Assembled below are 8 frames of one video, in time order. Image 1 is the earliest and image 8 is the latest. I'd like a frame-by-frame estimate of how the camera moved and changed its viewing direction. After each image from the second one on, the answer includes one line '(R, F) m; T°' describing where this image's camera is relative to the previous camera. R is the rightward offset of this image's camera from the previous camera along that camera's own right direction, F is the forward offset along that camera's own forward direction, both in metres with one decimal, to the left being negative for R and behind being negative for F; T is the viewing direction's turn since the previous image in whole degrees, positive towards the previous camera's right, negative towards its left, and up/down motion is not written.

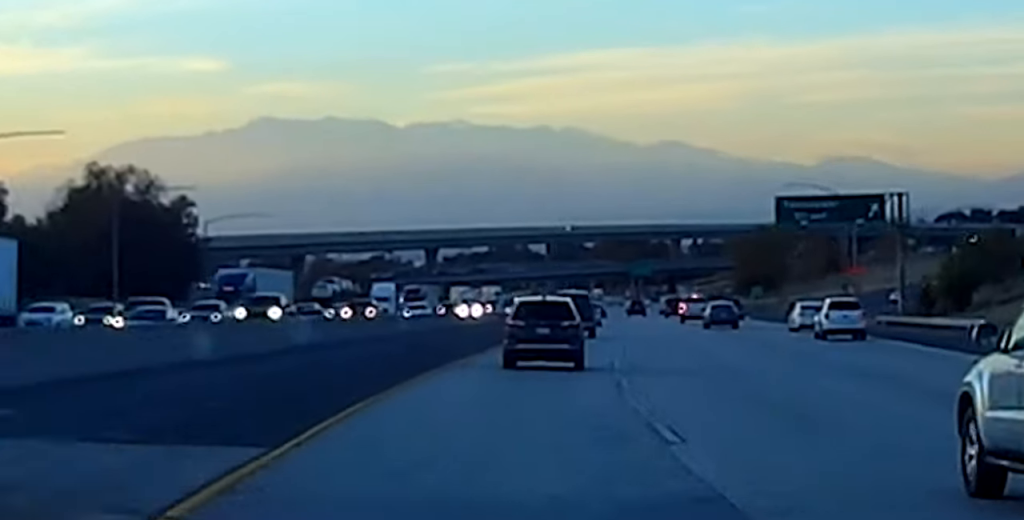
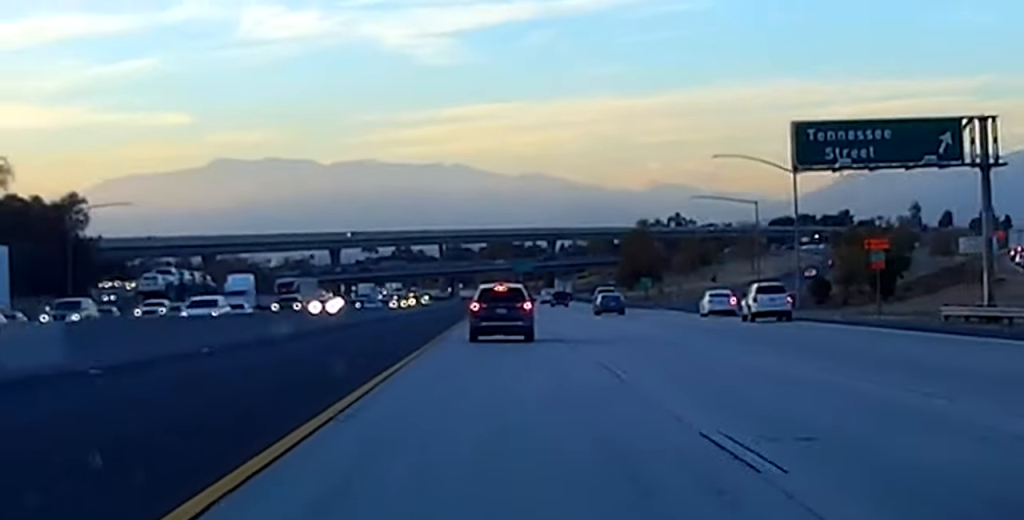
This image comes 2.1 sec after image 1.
(+2.0, +70.3) m; +4°
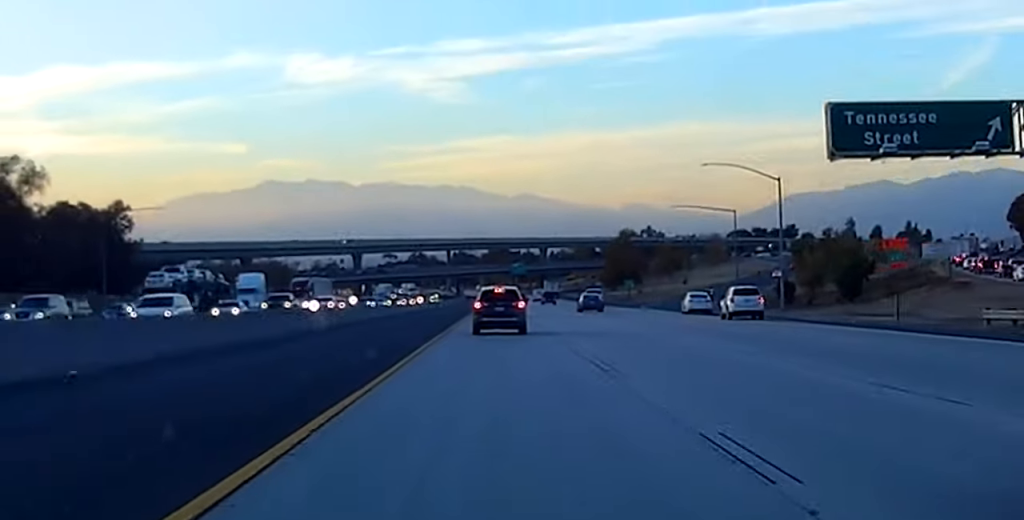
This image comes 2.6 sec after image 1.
(0.0, +17.9) m; +1°
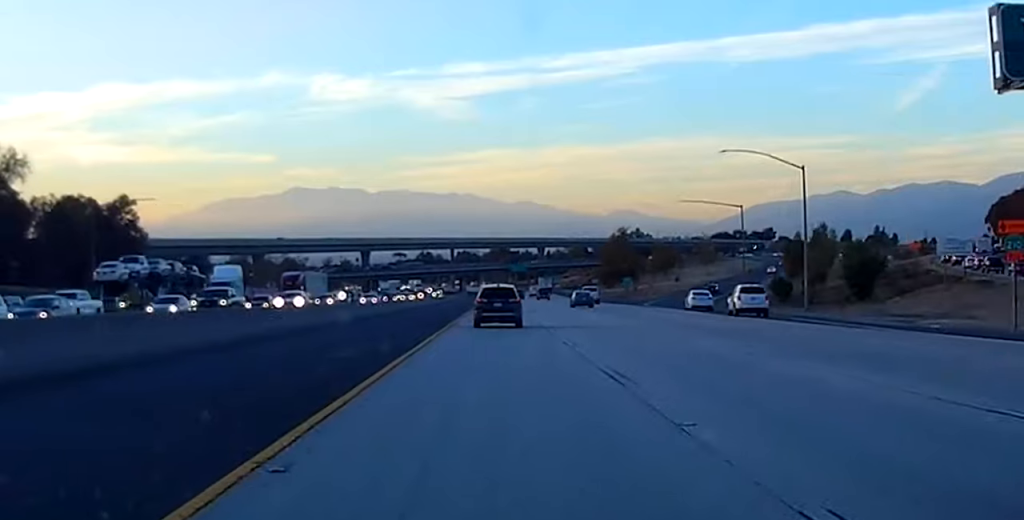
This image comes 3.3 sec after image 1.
(+0.3, +20.8) m; +1°
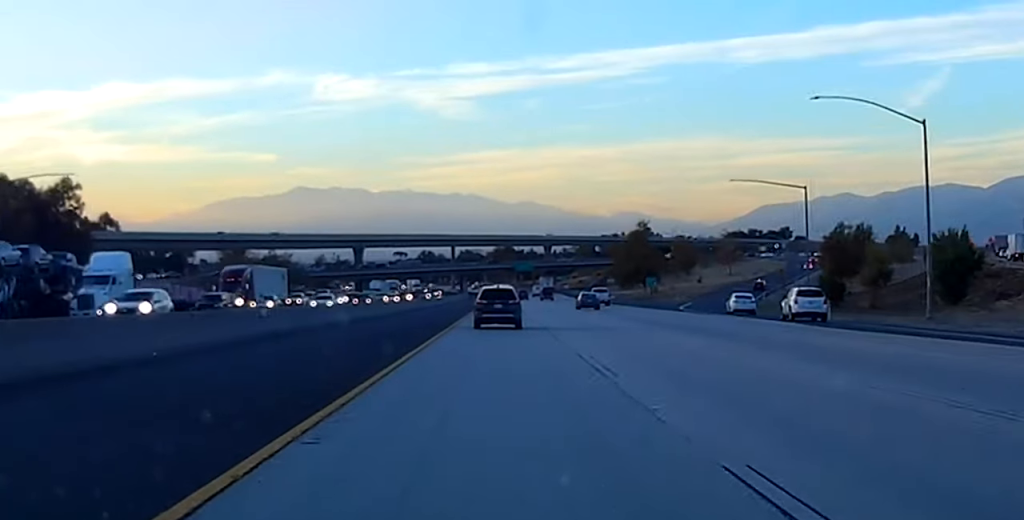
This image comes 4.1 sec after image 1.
(+0.1, +28.1) m; 0°
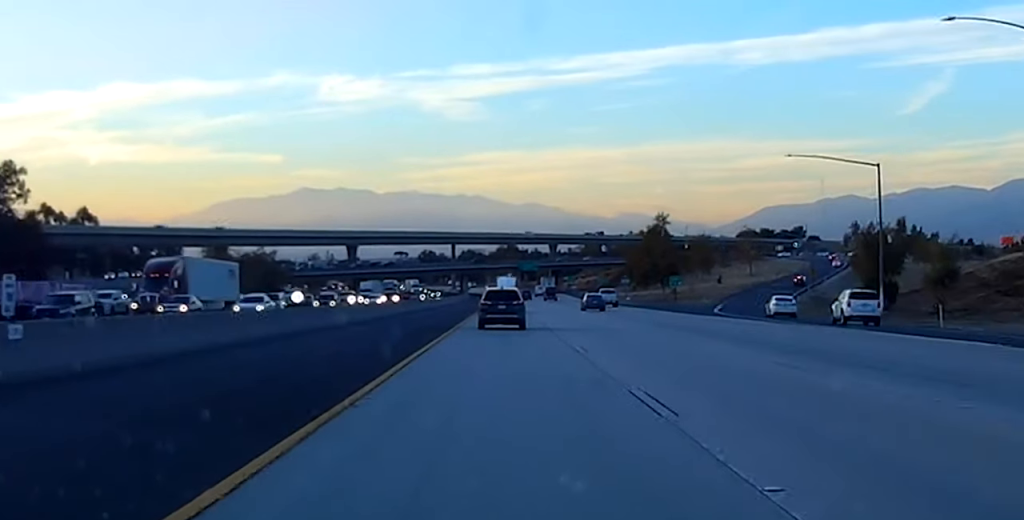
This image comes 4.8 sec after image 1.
(0.0, +21.3) m; 0°
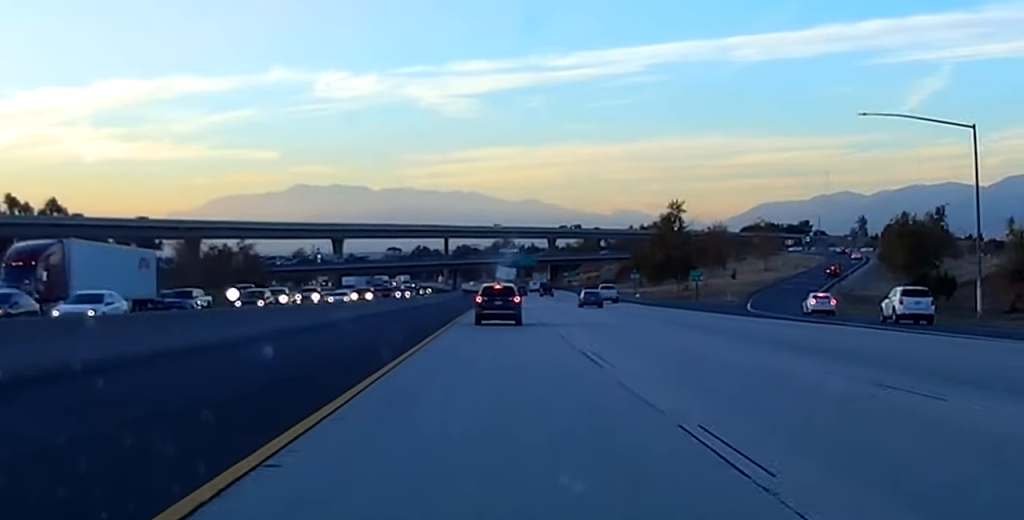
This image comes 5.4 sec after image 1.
(0.0, +19.8) m; 0°
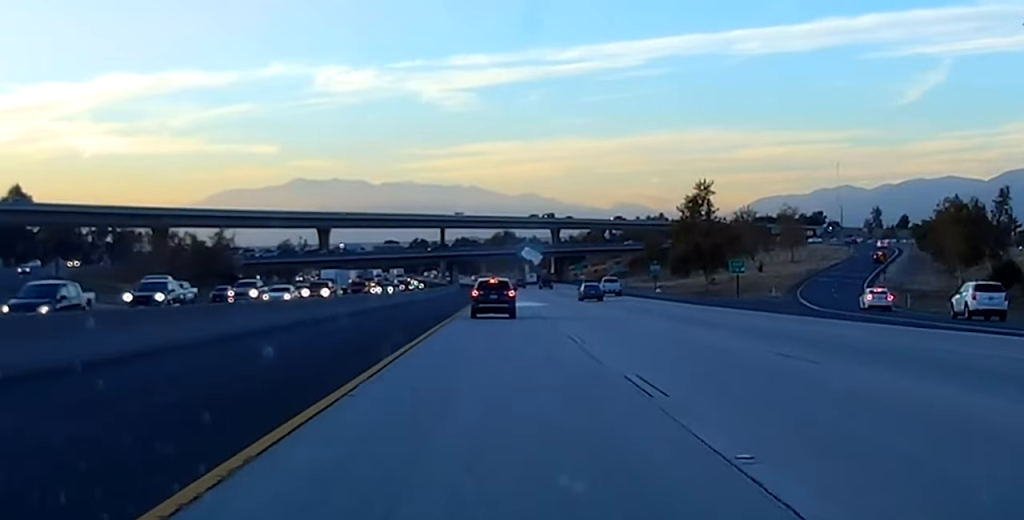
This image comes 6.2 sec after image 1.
(-0.2, +24.3) m; 0°
